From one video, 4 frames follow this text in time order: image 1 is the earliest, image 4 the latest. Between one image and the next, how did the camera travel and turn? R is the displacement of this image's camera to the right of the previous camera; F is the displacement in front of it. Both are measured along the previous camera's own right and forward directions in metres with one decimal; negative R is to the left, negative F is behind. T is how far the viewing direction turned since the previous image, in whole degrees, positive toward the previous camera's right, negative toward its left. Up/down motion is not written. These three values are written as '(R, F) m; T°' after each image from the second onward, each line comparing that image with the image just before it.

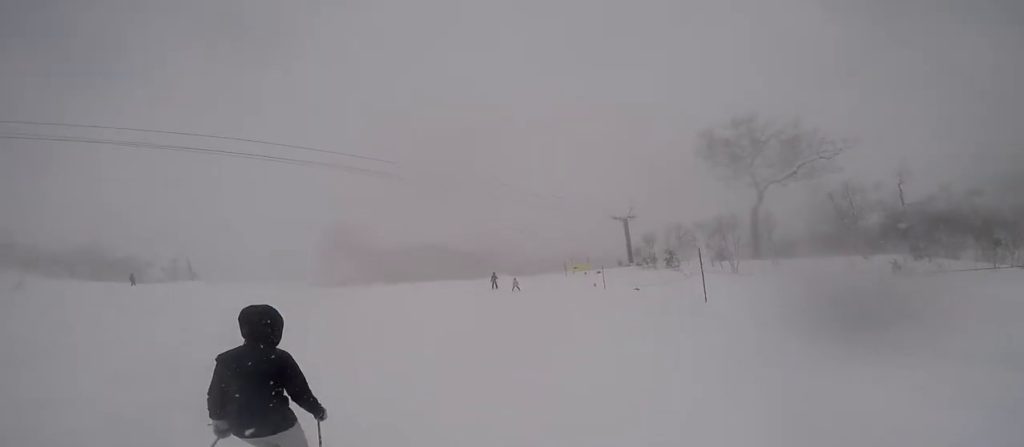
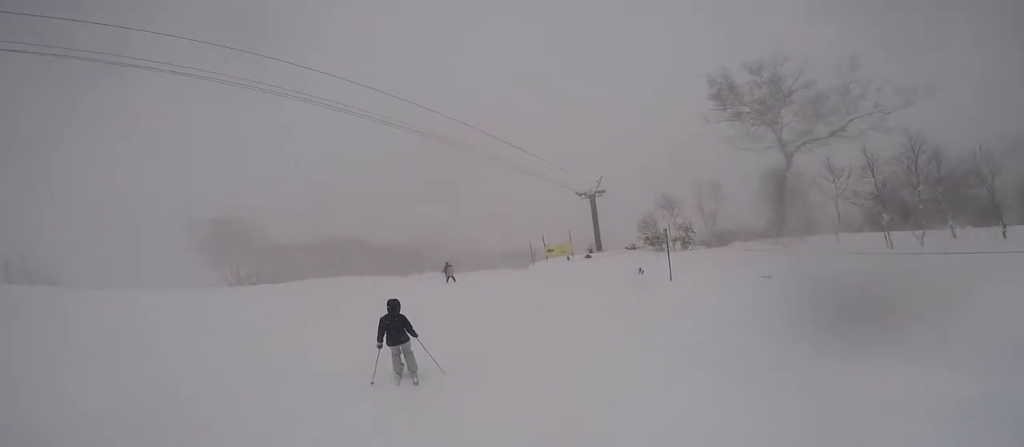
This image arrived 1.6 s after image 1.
(+0.2, +12.6) m; +4°
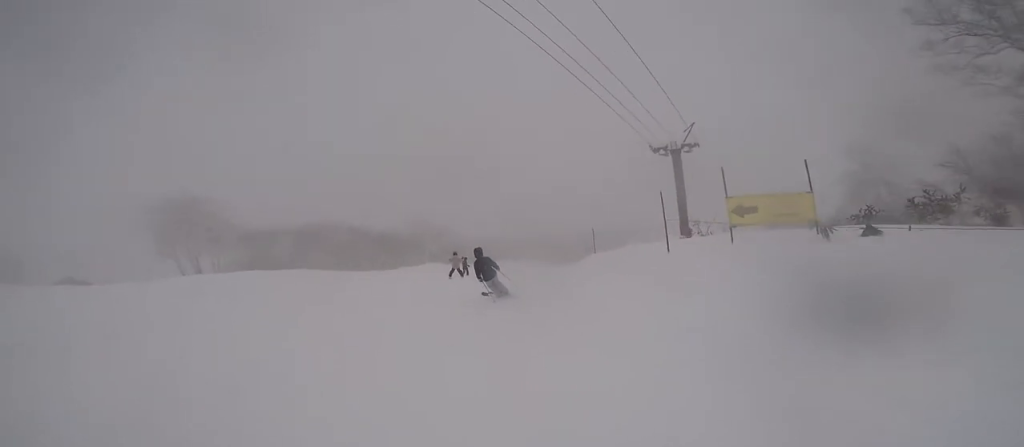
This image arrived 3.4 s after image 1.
(+2.0, +12.6) m; +9°
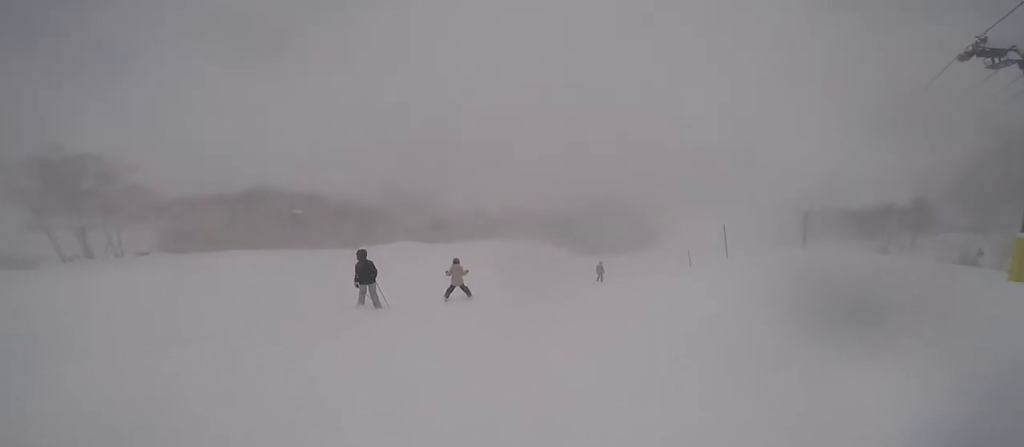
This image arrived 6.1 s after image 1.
(-1.2, +17.1) m; -2°
